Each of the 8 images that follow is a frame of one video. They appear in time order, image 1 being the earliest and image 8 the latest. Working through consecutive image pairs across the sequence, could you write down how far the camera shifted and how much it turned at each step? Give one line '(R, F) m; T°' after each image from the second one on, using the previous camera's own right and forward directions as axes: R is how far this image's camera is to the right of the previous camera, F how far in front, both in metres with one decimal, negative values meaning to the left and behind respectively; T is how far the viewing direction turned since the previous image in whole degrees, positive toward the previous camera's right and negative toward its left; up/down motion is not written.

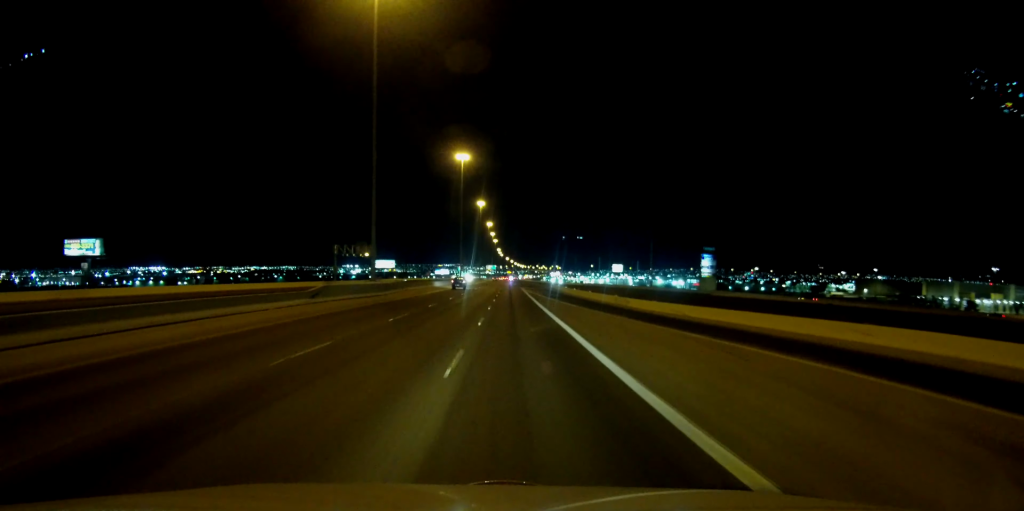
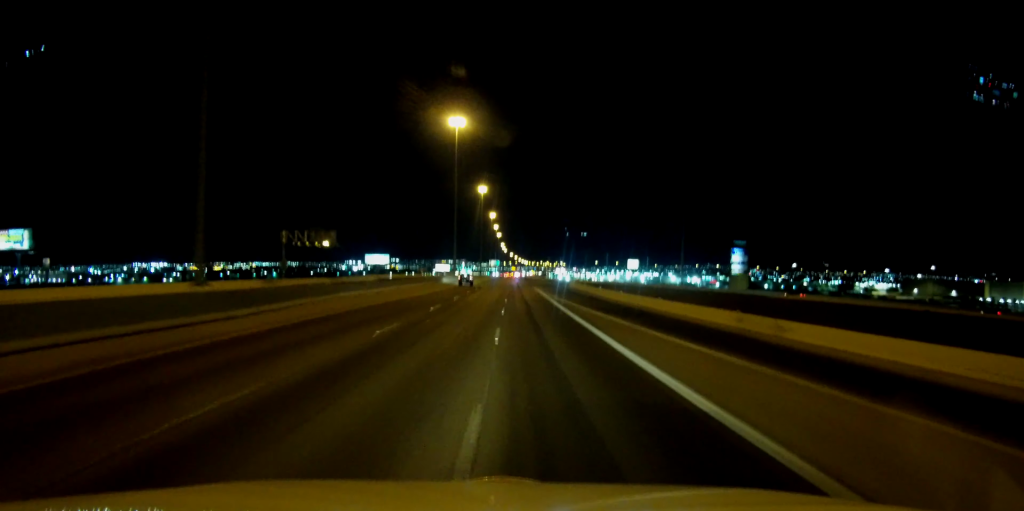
(0.0, +31.5) m; 0°
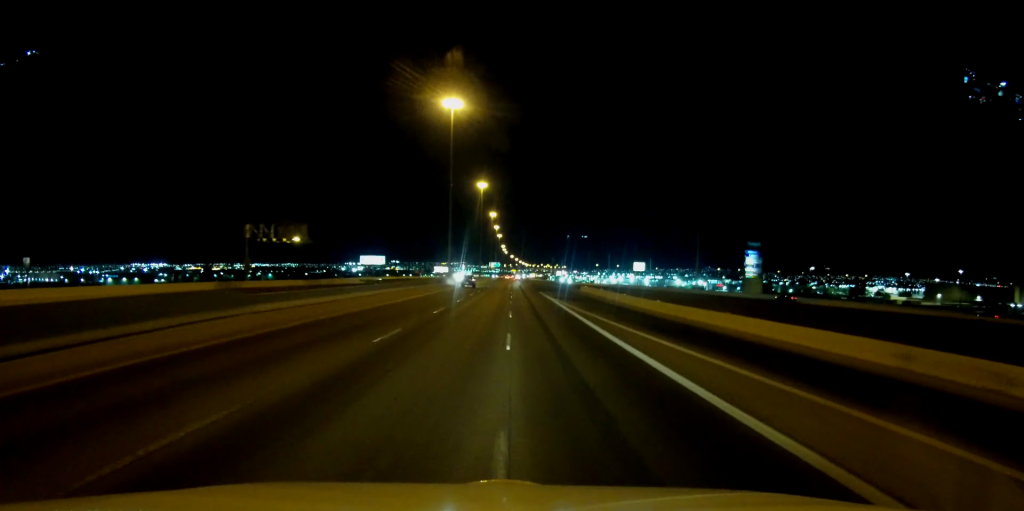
(-0.1, +13.8) m; 0°
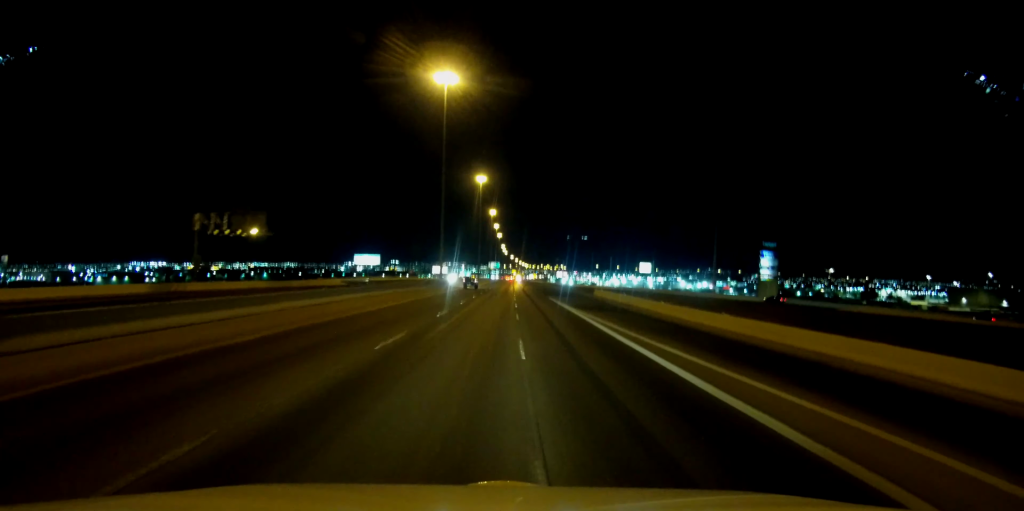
(-0.1, +13.8) m; 0°
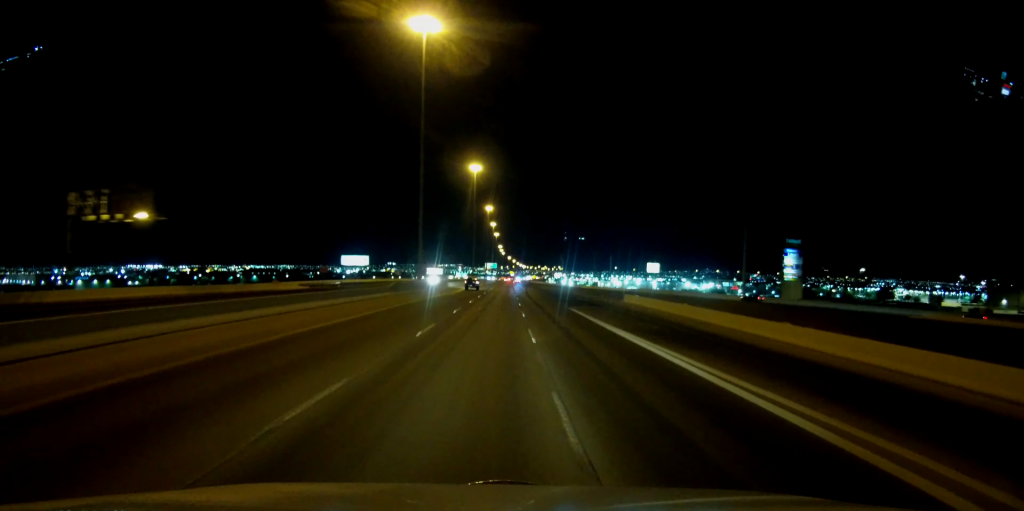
(0.0, +20.9) m; 0°
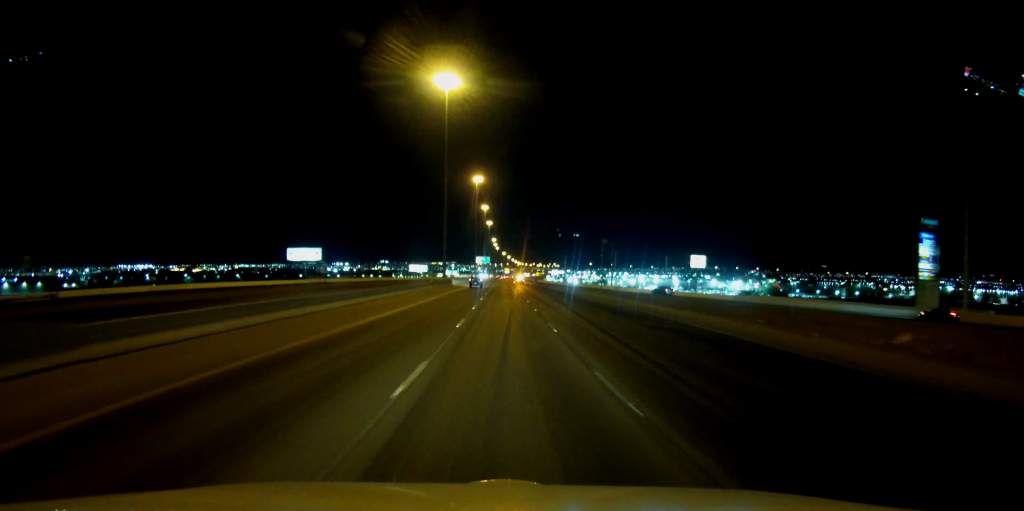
(-0.9, +72.4) m; -1°
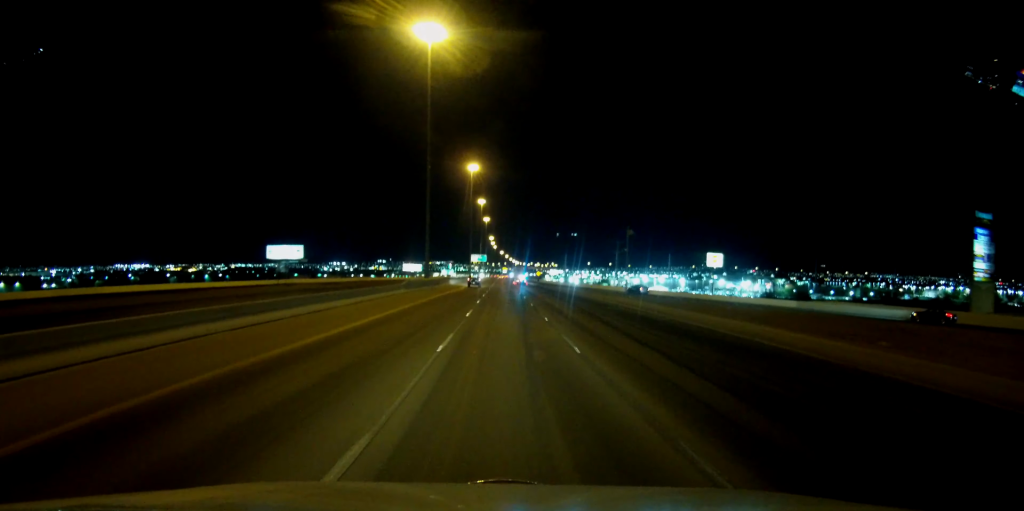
(0.0, +19.3) m; 0°
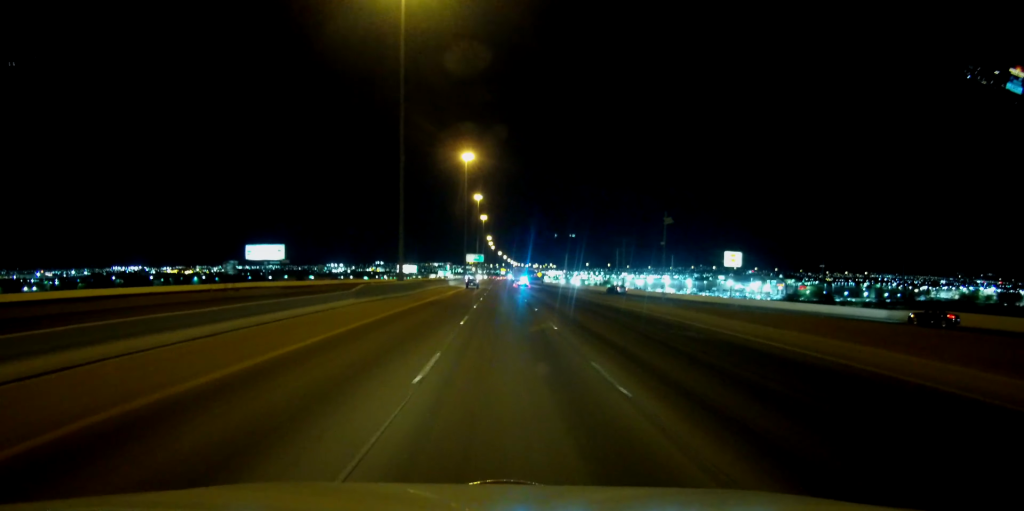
(0.0, +17.5) m; 0°
